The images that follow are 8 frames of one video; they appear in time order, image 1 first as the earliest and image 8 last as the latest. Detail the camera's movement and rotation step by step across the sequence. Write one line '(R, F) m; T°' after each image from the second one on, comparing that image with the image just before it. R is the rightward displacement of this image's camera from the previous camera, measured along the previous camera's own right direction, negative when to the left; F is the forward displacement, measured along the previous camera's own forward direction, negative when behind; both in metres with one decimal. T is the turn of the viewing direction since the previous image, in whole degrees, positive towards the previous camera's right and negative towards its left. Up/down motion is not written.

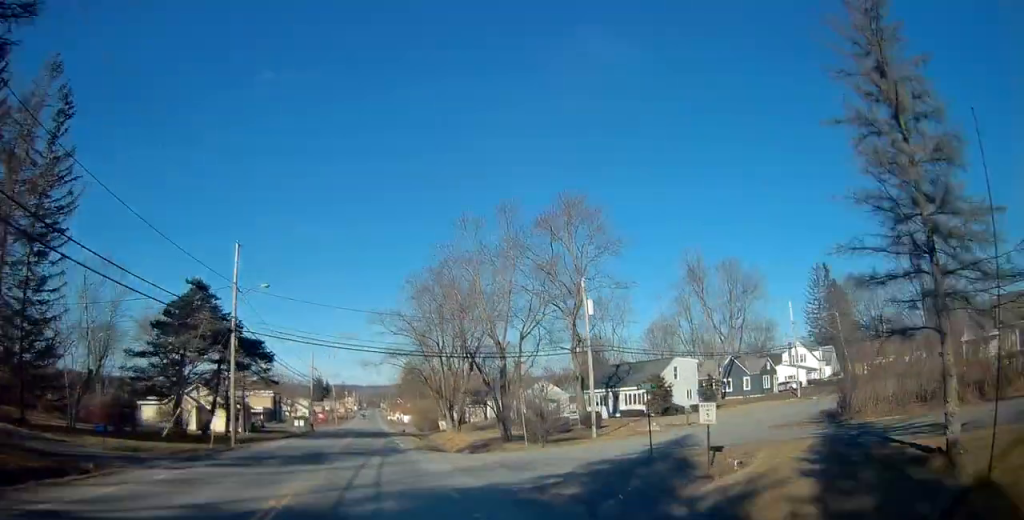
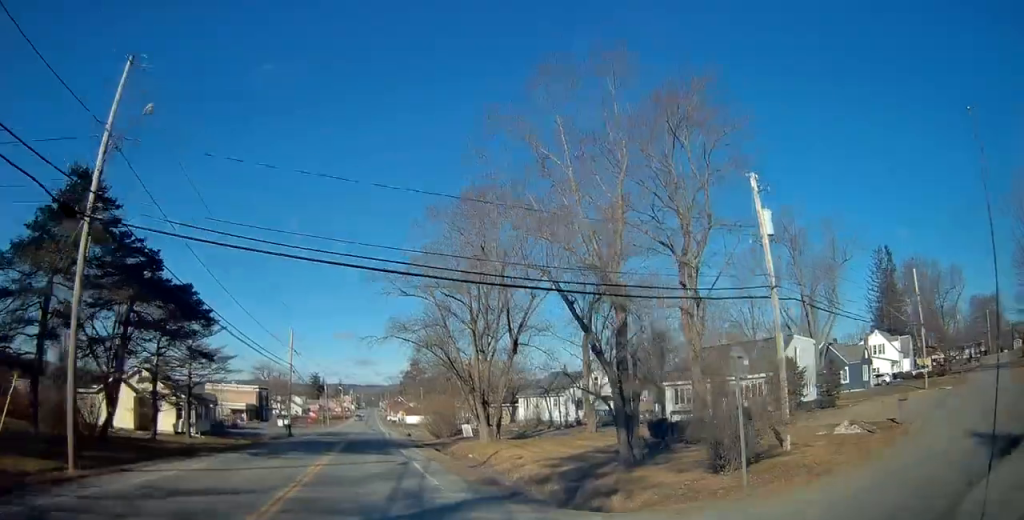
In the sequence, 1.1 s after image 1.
(-0.2, +18.6) m; -1°
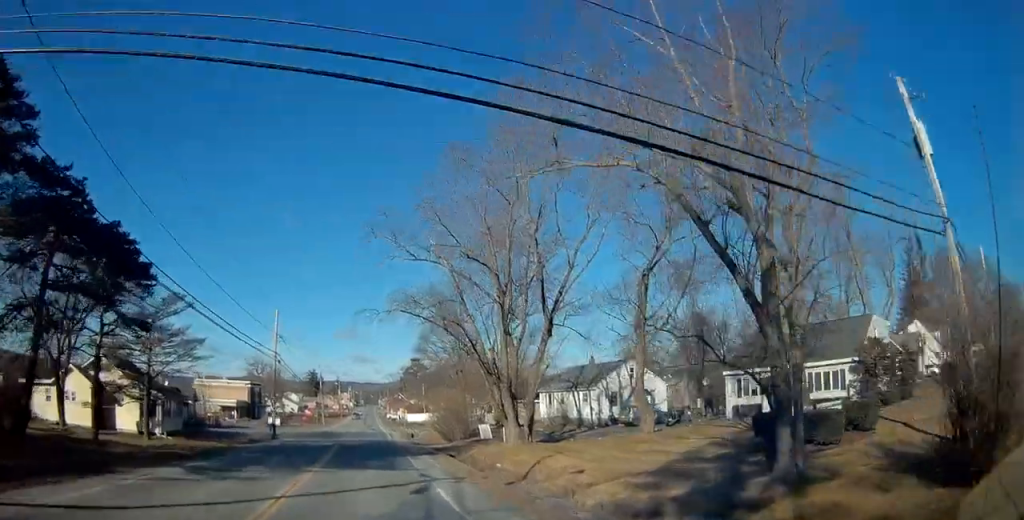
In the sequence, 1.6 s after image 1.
(0.0, +8.4) m; 0°
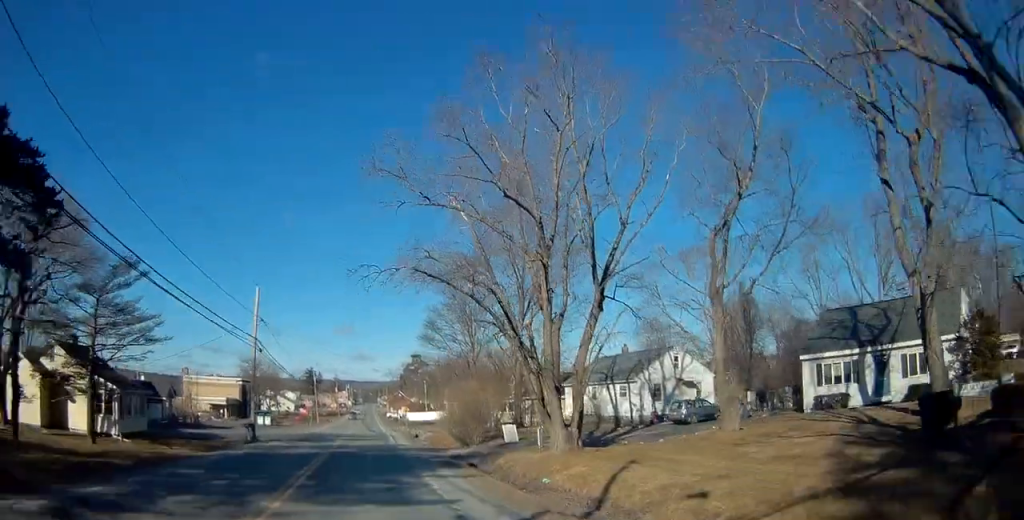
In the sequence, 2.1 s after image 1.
(0.0, +7.7) m; 0°
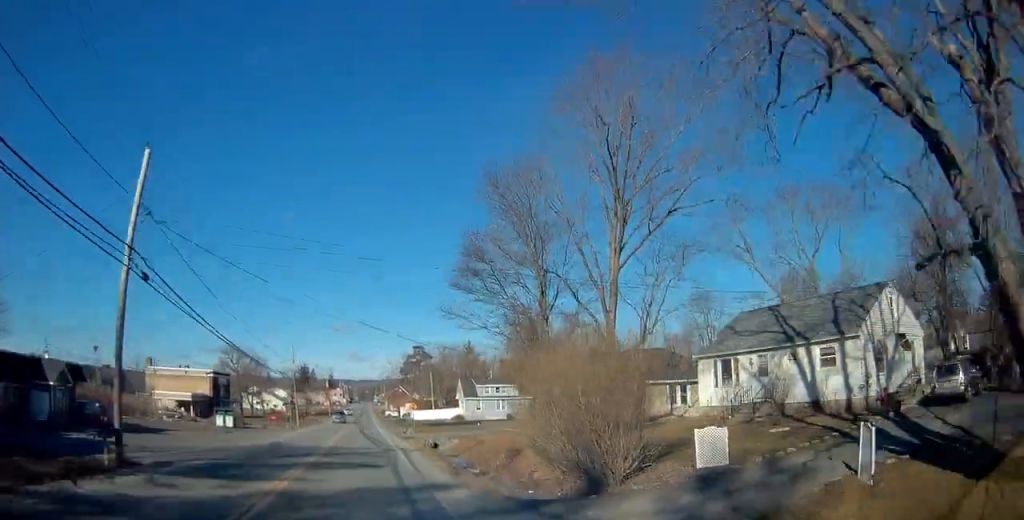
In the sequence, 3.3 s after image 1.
(+0.1, +21.0) m; 0°
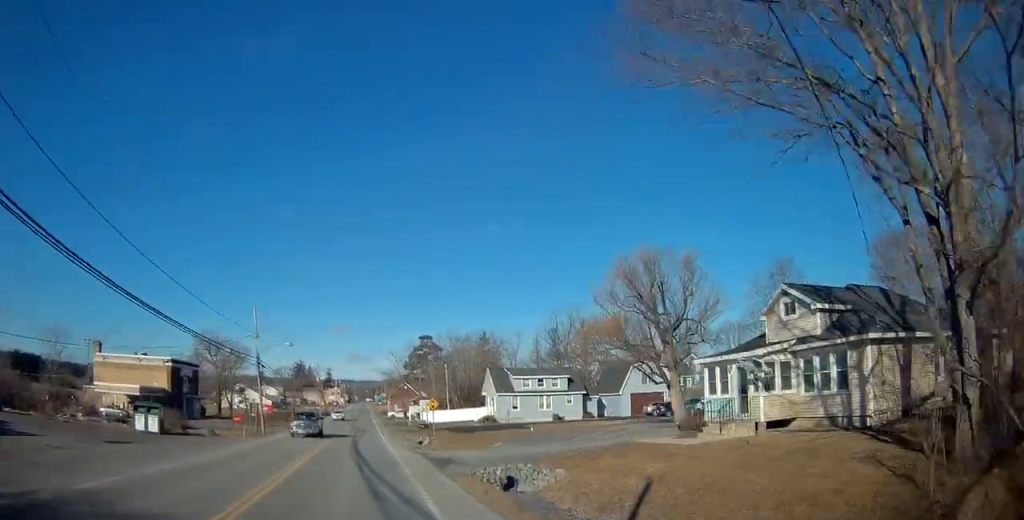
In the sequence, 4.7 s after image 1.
(+0.2, +22.1) m; +1°
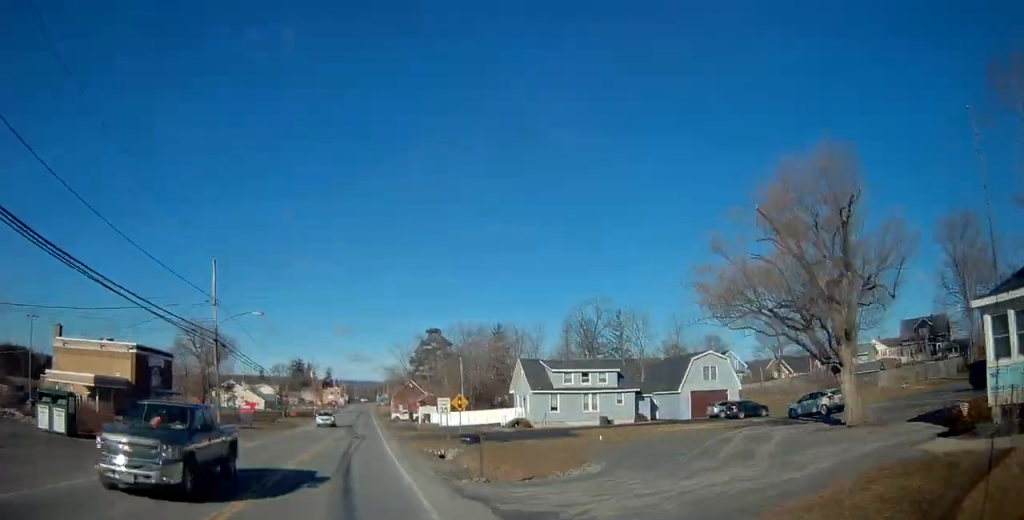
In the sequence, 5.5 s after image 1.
(+0.2, +13.7) m; 0°
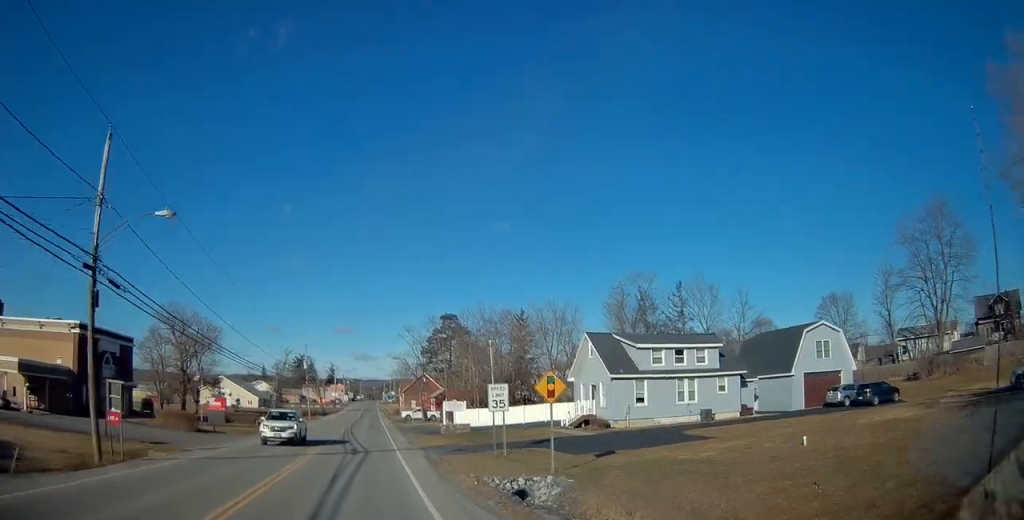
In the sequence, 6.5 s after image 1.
(-0.3, +16.2) m; -1°
